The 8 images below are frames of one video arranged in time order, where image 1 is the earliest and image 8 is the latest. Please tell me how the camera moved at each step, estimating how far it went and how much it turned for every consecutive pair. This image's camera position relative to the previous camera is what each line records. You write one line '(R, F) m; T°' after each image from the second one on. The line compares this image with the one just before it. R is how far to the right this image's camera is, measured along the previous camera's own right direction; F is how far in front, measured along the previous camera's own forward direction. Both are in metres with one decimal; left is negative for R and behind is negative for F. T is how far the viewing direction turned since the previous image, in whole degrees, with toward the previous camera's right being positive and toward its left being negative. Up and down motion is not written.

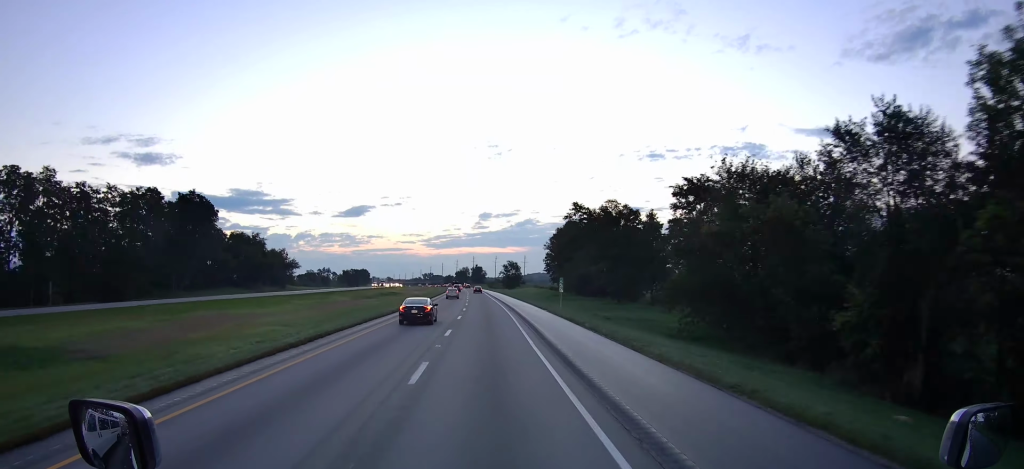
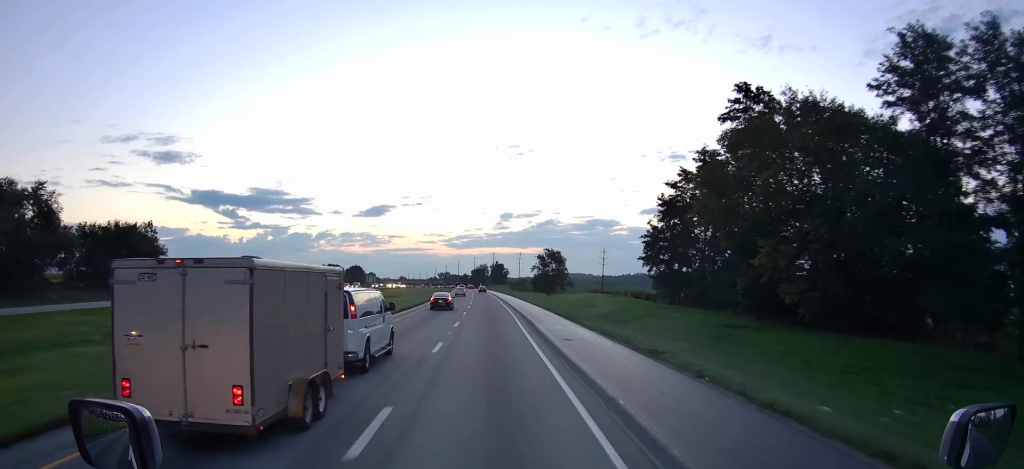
(-1.3, +90.6) m; -2°
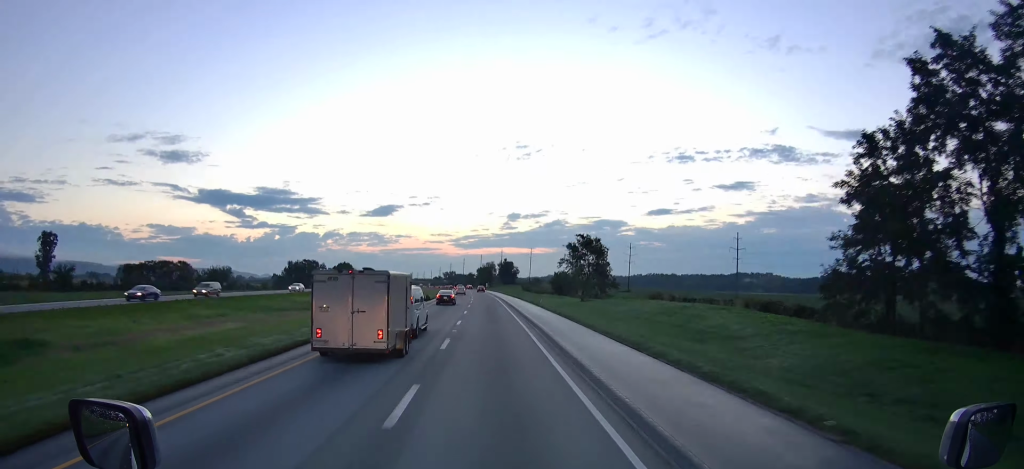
(-0.3, +46.7) m; -1°
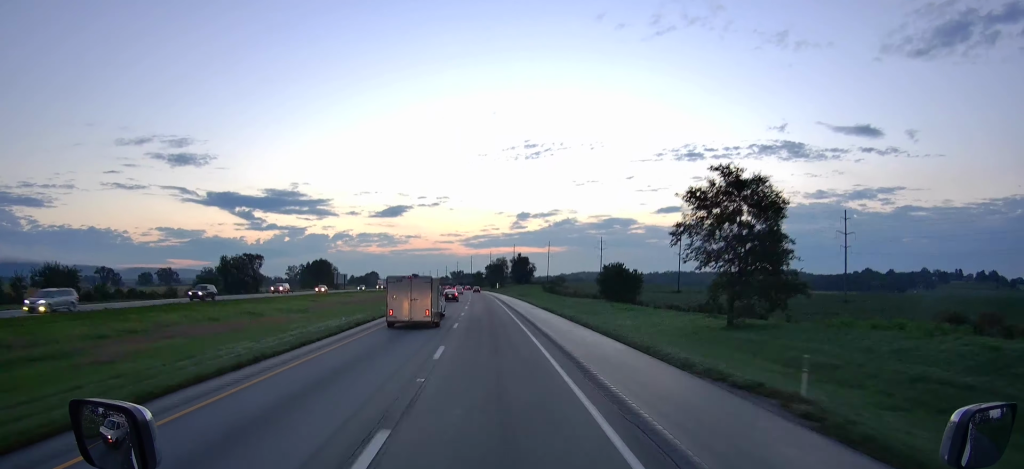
(-0.4, +63.4) m; -1°
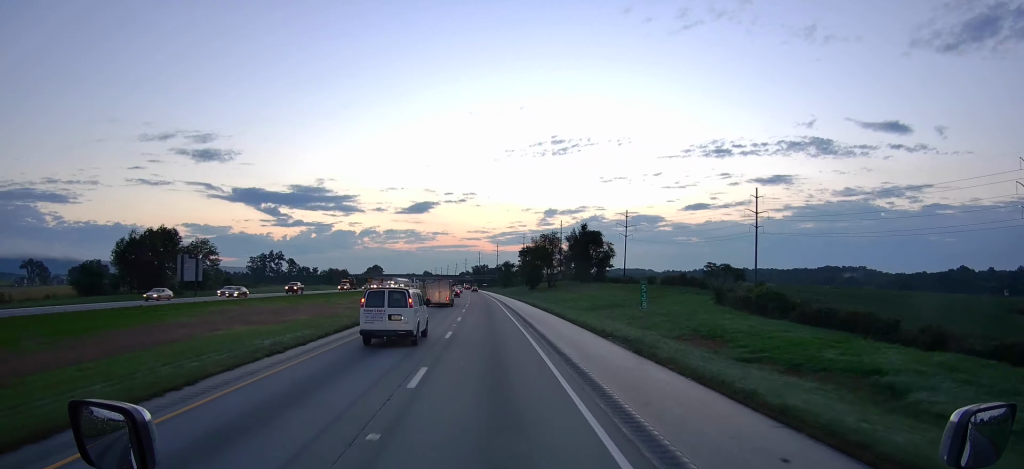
(-3.1, +149.9) m; -2°
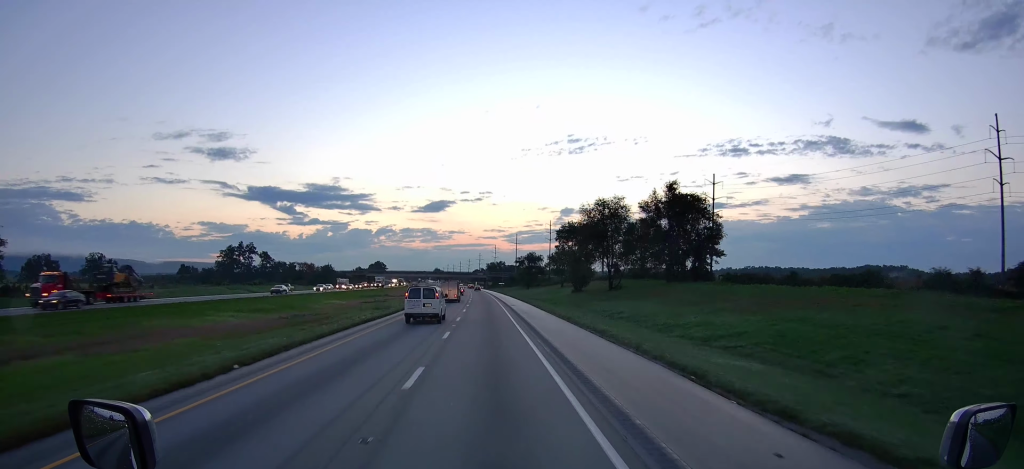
(-0.8, +73.0) m; -1°
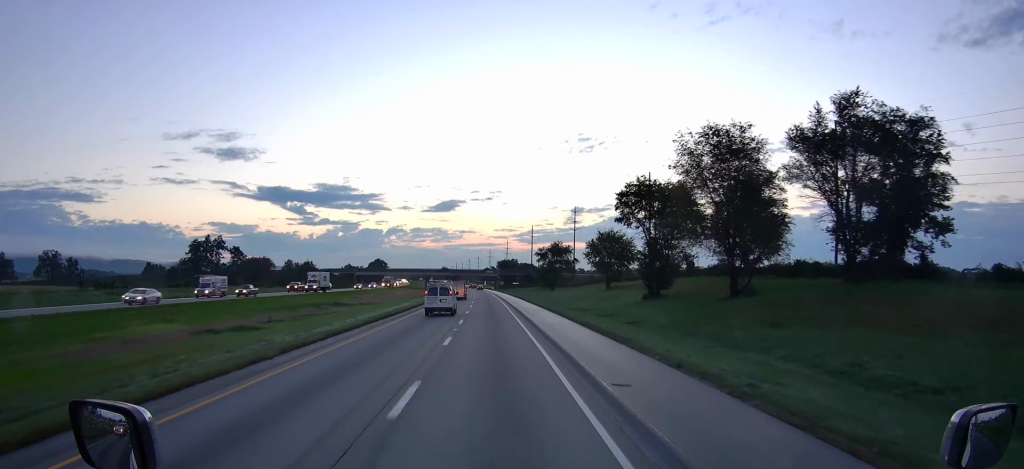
(-0.3, +50.7) m; -1°
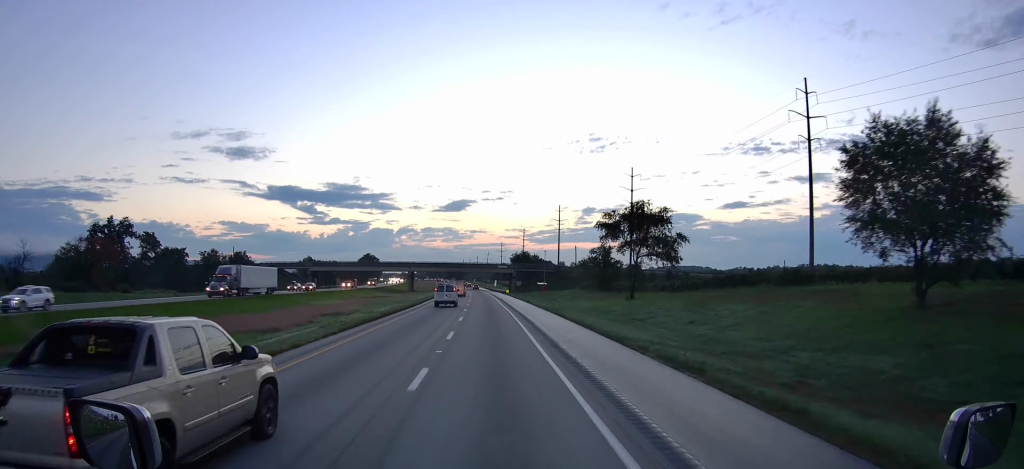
(-1.0, +82.2) m; -2°
